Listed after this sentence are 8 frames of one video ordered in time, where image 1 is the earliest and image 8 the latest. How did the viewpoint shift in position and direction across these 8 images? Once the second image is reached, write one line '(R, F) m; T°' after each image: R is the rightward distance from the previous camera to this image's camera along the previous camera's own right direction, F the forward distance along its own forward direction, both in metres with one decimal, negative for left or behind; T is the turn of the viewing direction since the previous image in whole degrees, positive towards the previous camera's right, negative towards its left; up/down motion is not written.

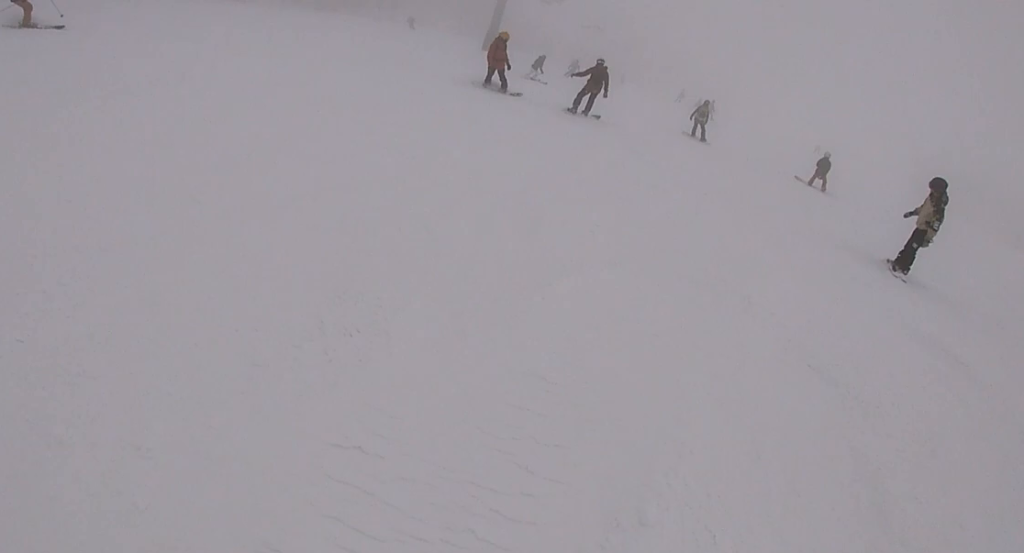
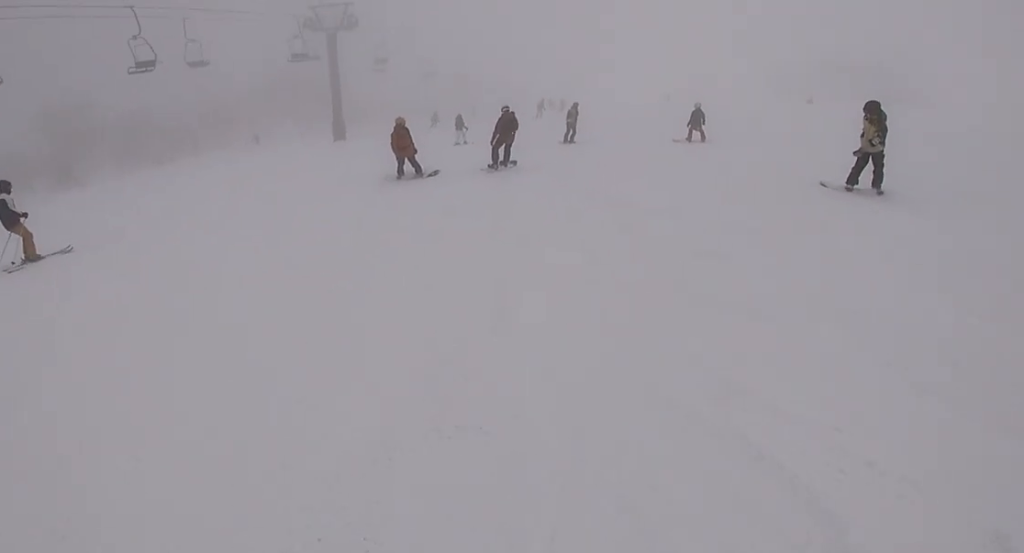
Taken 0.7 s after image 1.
(0.0, +3.4) m; +1°
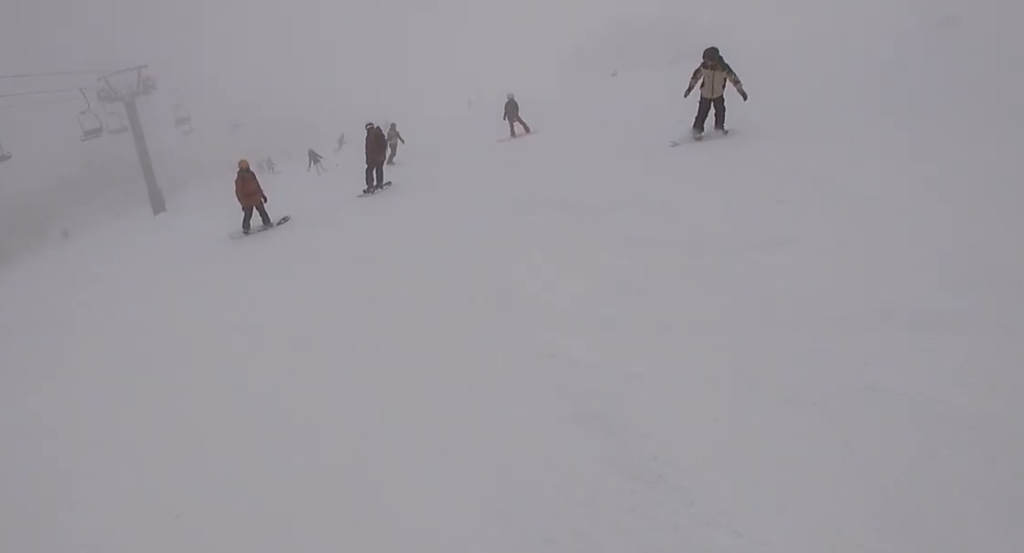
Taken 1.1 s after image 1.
(0.0, +2.1) m; +3°
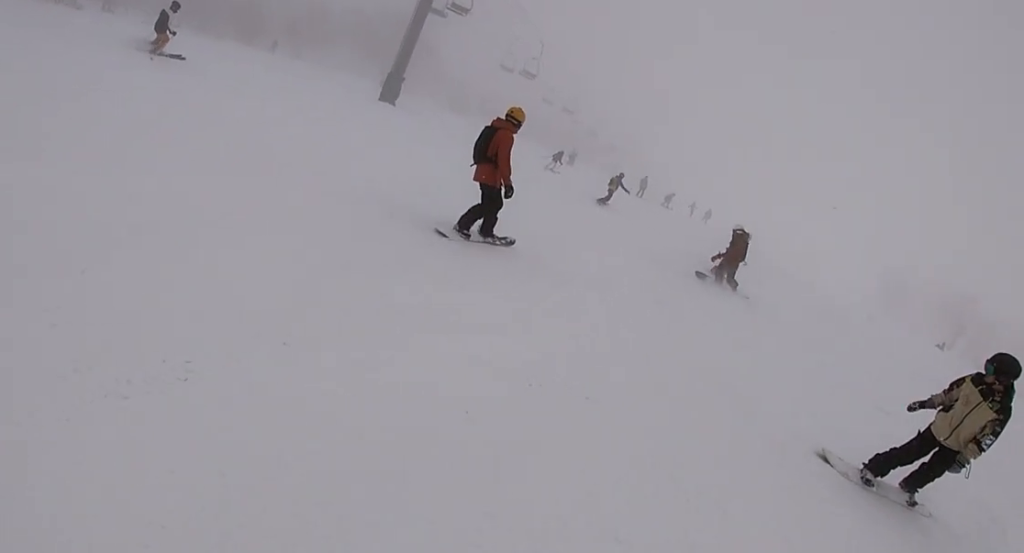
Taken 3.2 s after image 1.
(+0.2, +9.8) m; -18°
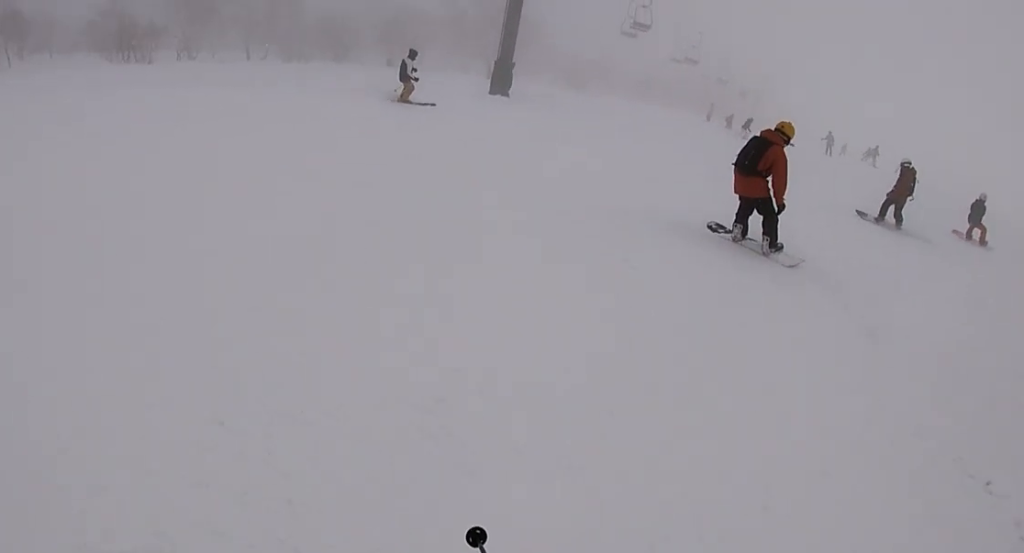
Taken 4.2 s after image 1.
(-1.0, +4.1) m; -3°
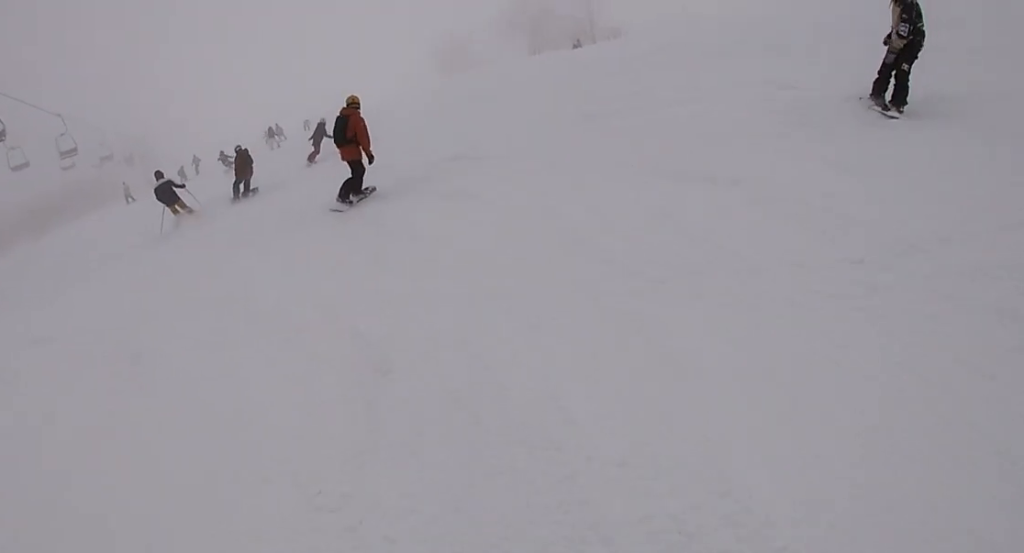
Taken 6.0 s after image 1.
(+3.0, +7.7) m; +30°
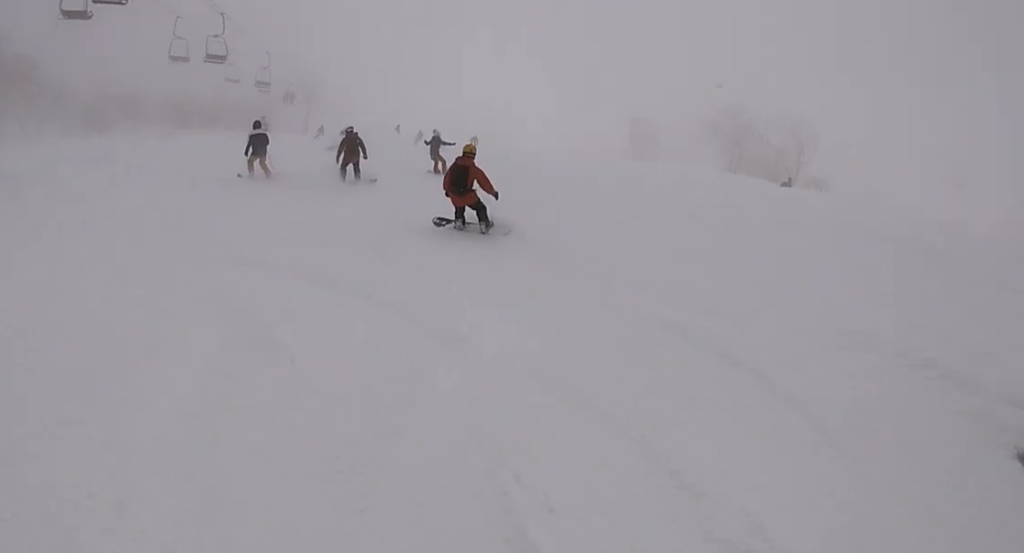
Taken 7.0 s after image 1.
(-0.3, +5.2) m; -4°
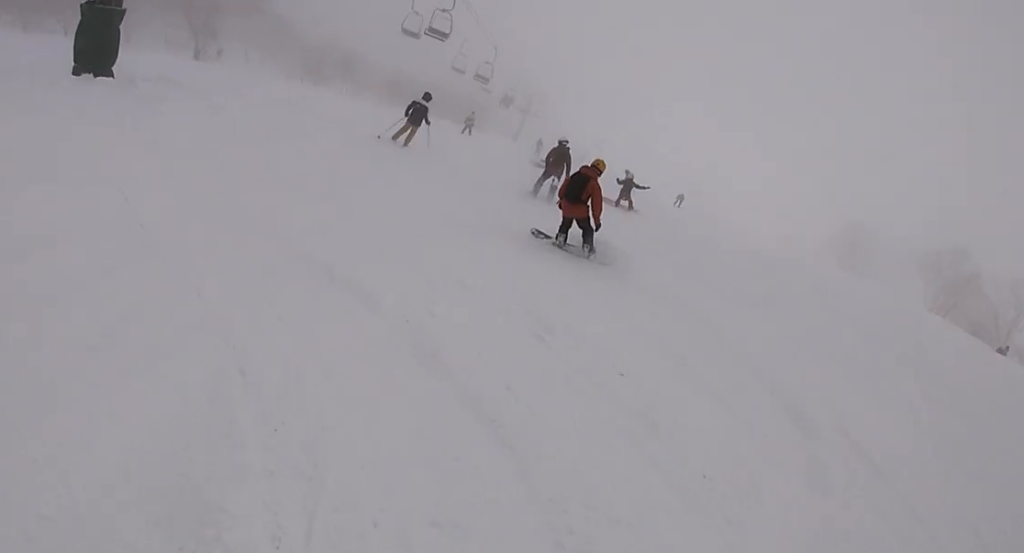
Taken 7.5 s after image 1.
(+0.4, +2.7) m; -7°
